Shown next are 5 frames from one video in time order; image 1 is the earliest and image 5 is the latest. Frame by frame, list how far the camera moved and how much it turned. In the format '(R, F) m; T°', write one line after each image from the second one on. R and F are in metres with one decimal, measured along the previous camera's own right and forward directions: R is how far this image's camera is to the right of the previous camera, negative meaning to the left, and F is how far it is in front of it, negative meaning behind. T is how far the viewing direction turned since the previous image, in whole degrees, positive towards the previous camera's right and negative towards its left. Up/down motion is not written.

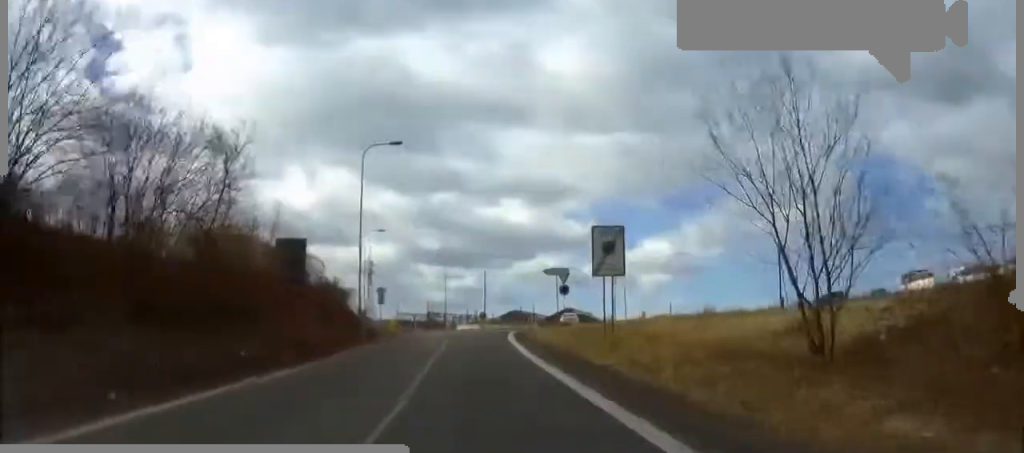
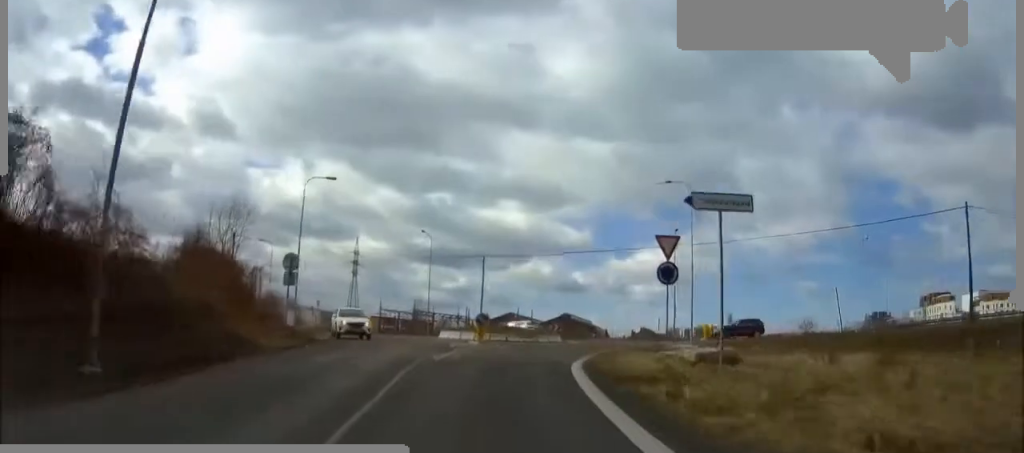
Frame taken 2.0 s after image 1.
(-1.2, +23.8) m; -3°
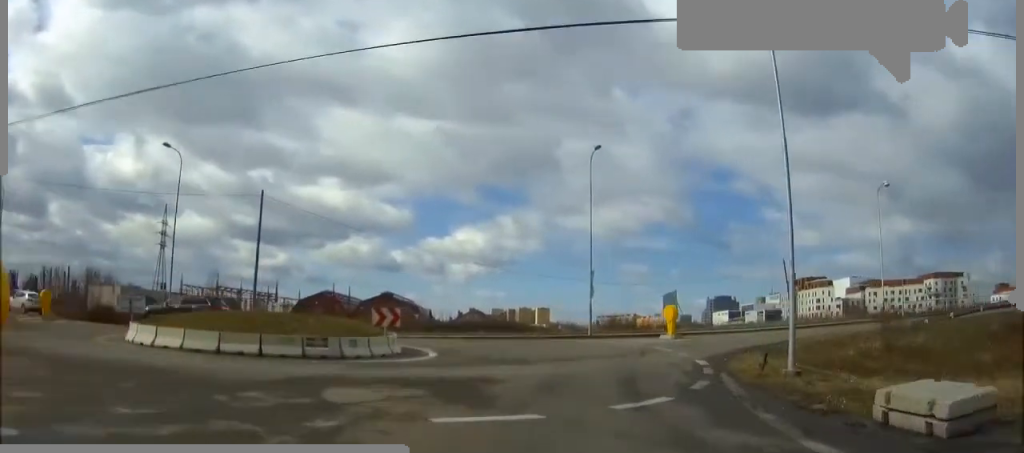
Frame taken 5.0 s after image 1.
(+2.3, +26.8) m; +10°
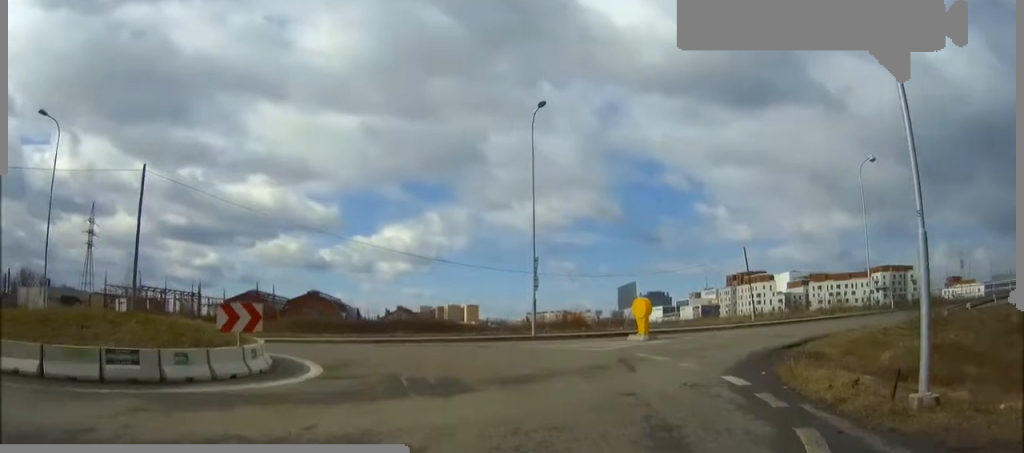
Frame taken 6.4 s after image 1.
(+0.3, +7.1) m; +6°
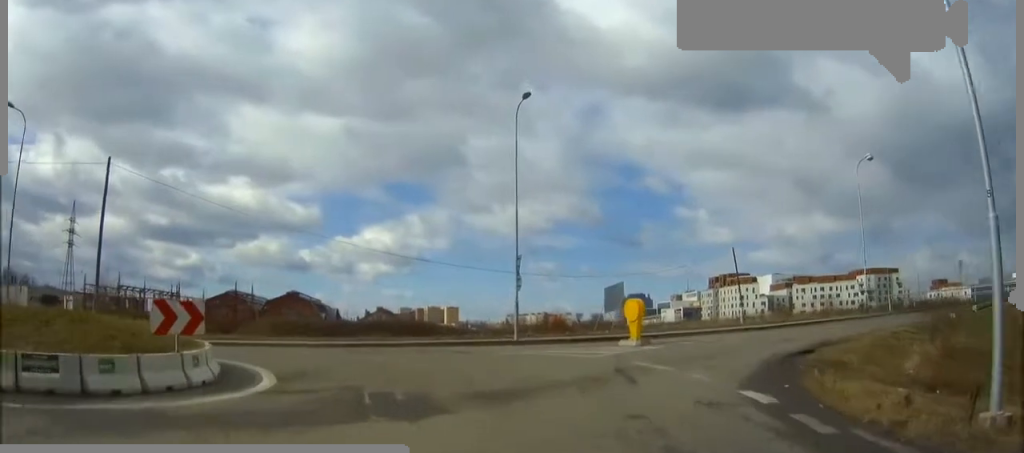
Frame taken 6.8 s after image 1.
(0.0, +1.9) m; +3°
